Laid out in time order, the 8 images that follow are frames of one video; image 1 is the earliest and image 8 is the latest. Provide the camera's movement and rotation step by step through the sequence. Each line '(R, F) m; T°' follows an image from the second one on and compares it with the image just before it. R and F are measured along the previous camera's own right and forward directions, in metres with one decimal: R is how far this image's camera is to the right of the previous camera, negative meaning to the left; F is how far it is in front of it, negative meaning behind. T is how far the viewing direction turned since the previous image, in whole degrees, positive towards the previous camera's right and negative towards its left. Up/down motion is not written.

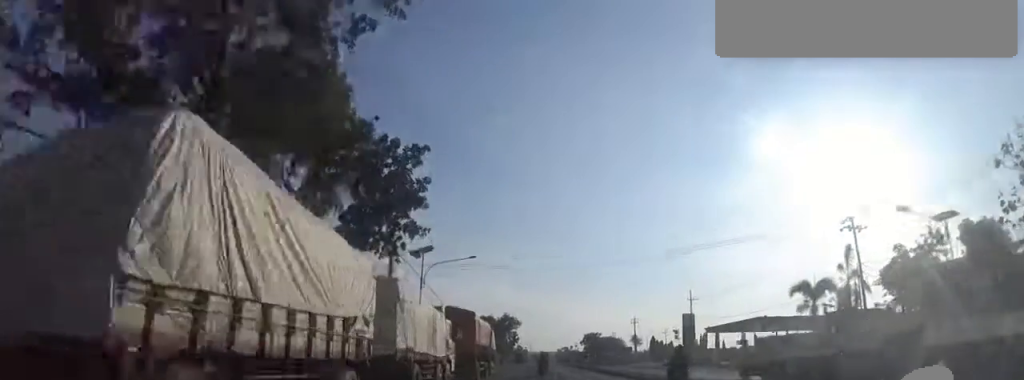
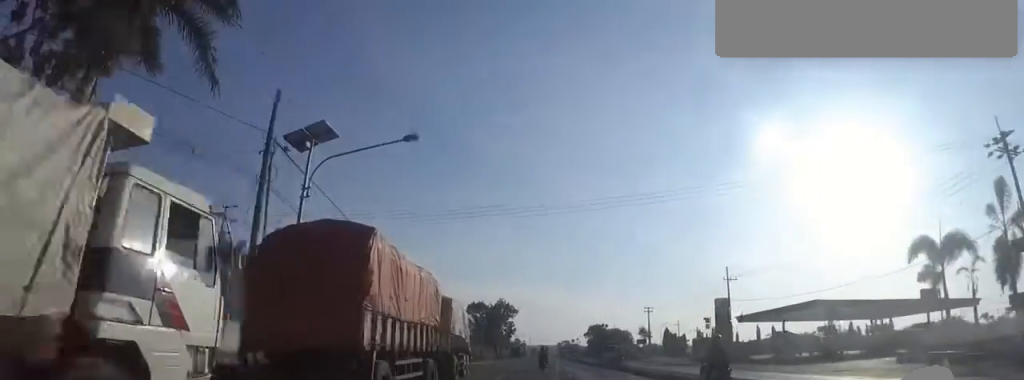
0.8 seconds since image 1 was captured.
(-0.3, +14.8) m; -1°
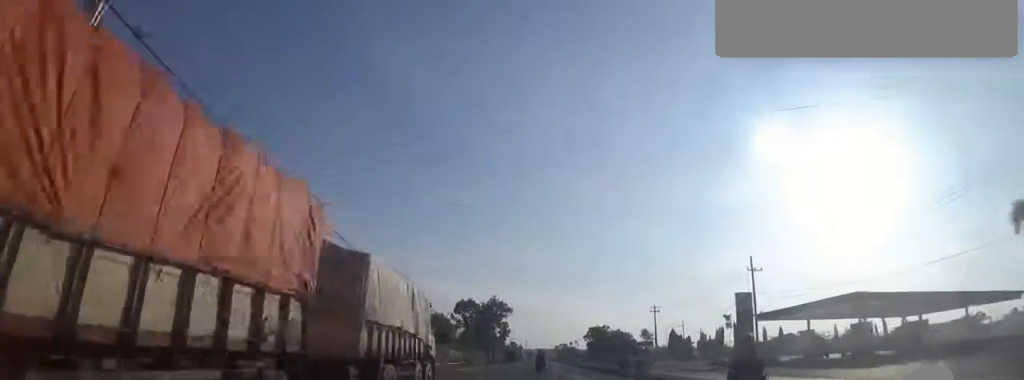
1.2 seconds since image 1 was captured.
(0.0, +8.1) m; 0°
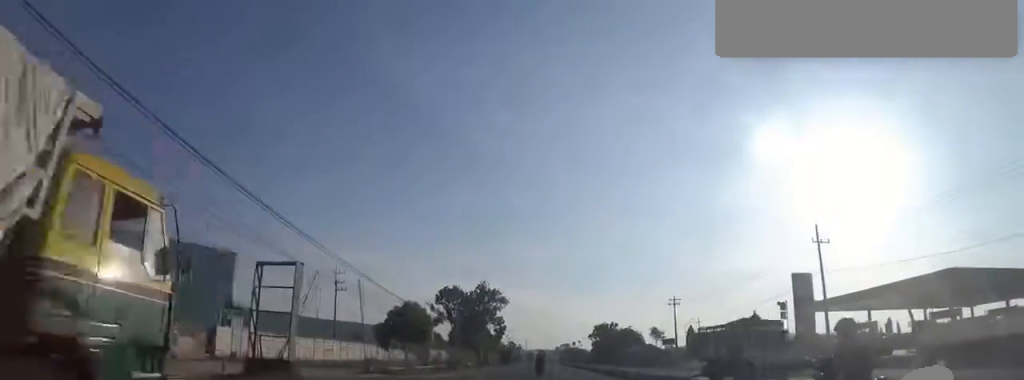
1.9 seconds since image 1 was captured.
(0.0, +13.1) m; 0°
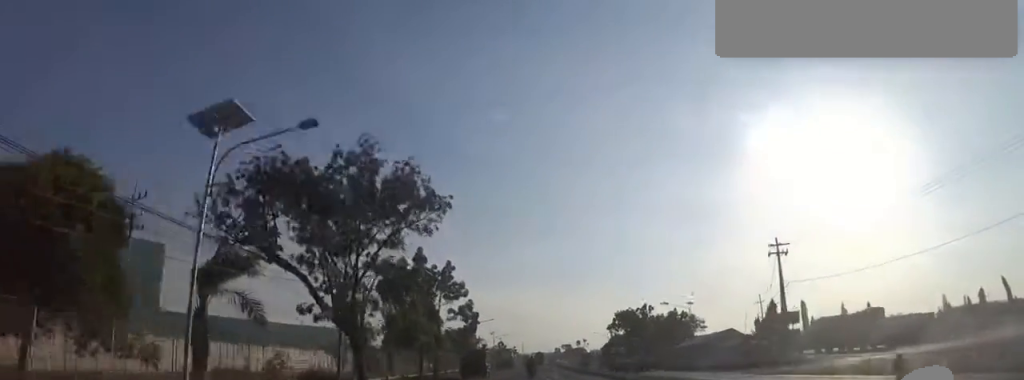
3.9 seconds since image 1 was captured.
(0.0, +36.2) m; 0°
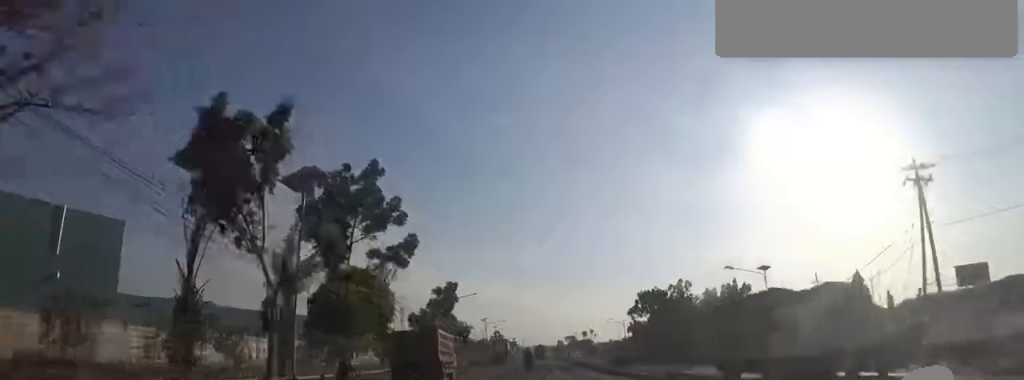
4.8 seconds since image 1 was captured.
(0.0, +18.0) m; 0°
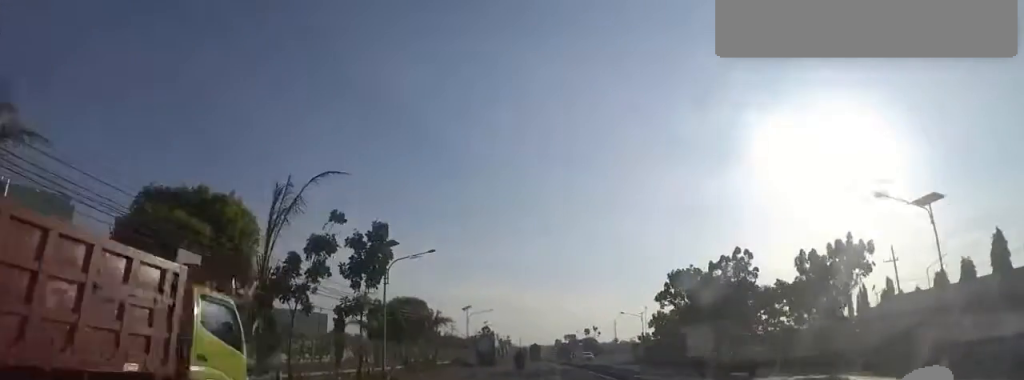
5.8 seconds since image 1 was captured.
(0.0, +17.3) m; 0°
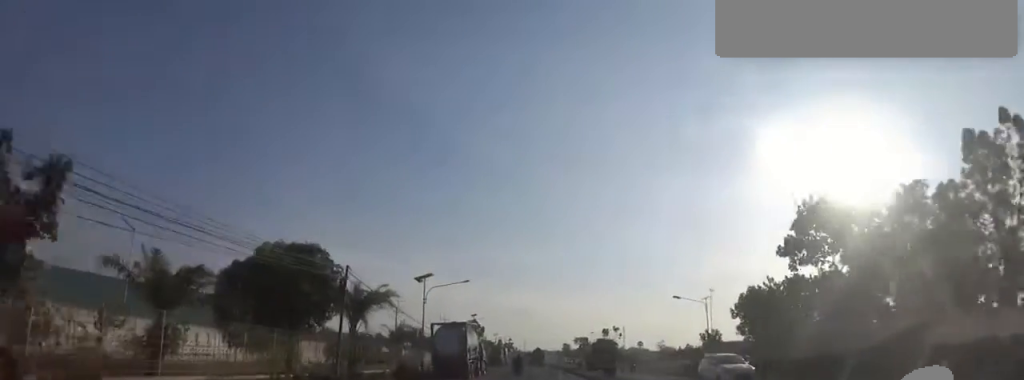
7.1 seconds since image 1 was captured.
(+0.2, +25.3) m; +2°
